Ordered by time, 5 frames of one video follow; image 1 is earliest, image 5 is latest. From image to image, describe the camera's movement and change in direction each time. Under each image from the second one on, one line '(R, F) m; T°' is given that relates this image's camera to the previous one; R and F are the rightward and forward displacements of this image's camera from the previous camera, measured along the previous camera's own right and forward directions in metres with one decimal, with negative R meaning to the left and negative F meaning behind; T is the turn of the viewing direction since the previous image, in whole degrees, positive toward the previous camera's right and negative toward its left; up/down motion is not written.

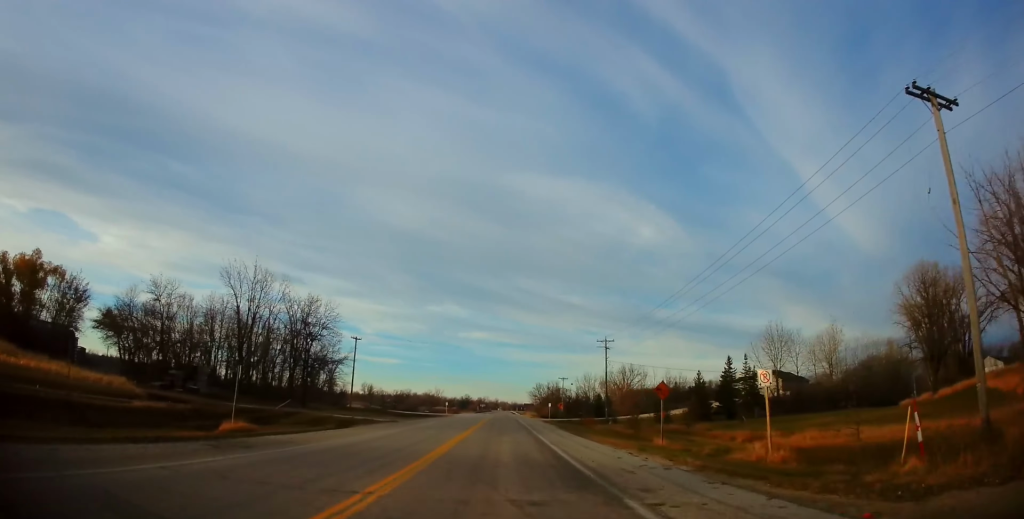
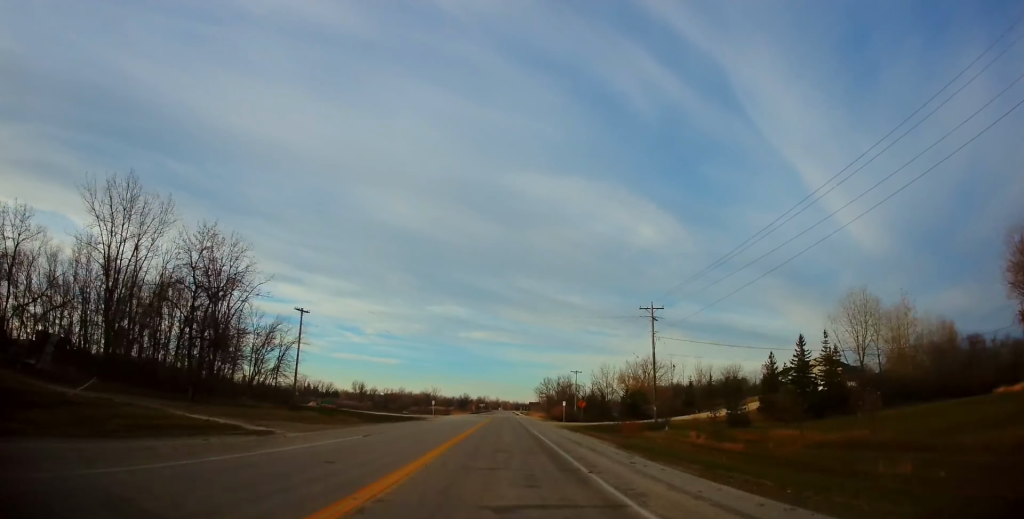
(0.0, +25.2) m; 0°
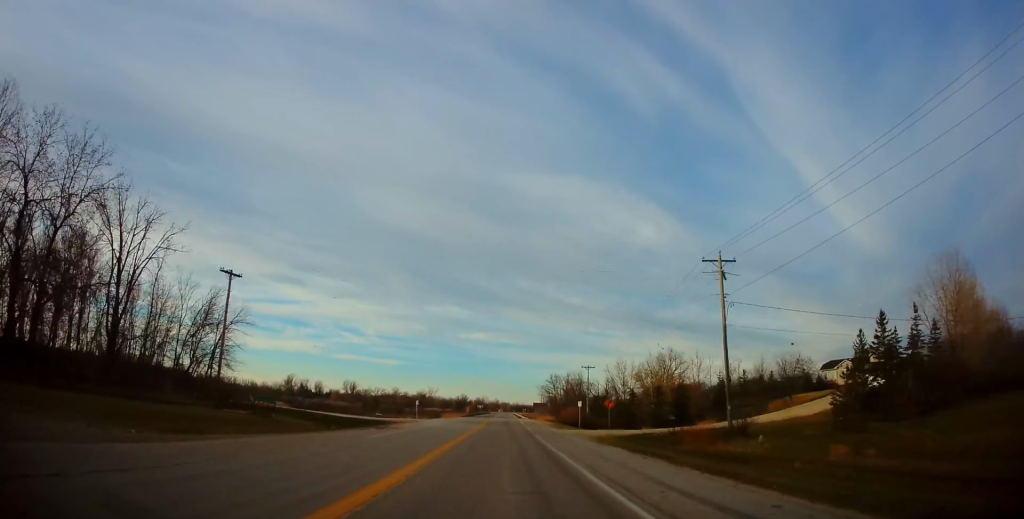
(0.0, +18.2) m; -1°
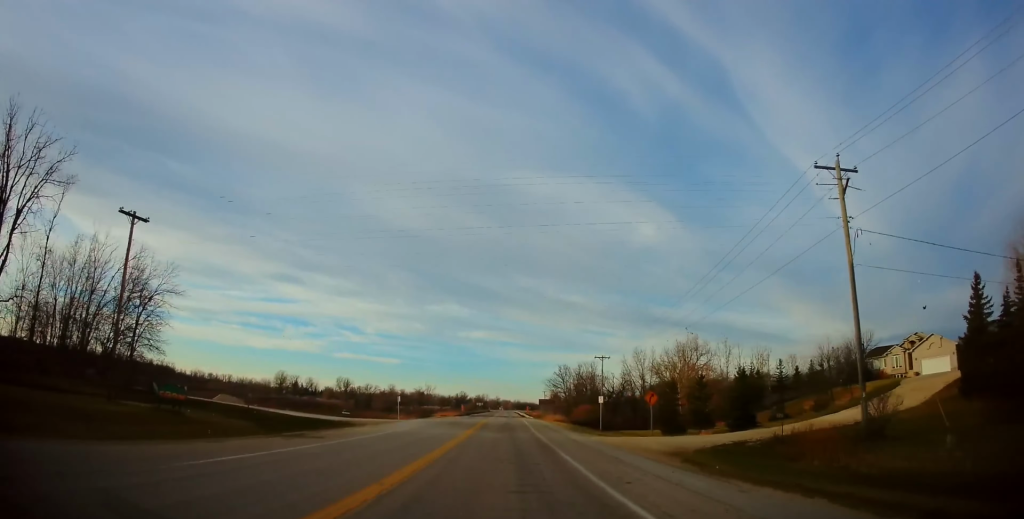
(-0.1, +14.8) m; 0°
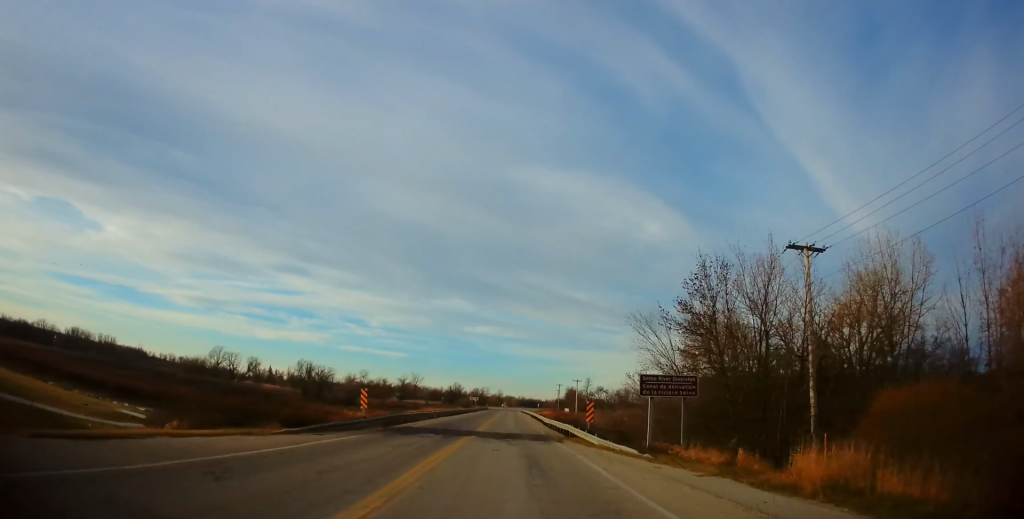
(0.0, +62.2) m; 0°
